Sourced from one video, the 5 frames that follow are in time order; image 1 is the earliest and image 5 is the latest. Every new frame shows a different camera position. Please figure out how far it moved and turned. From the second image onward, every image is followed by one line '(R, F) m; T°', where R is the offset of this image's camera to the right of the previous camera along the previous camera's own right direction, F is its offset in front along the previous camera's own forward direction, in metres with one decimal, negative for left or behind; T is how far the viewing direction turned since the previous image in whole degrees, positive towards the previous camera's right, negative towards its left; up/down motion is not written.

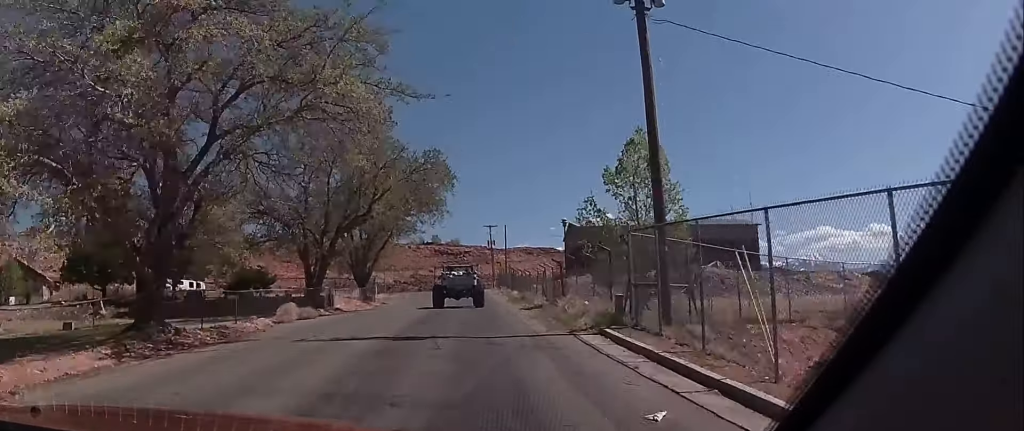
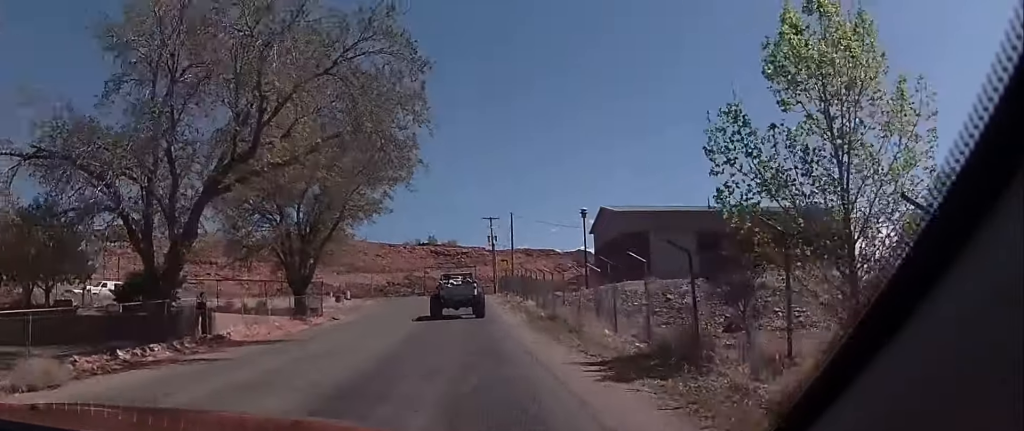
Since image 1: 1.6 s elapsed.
(0.0, +18.1) m; 0°
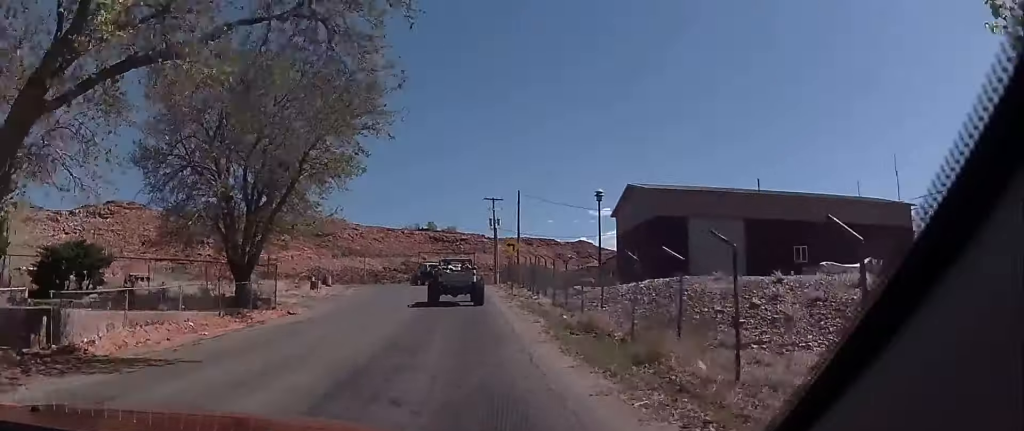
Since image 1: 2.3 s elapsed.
(0.0, +8.7) m; 0°
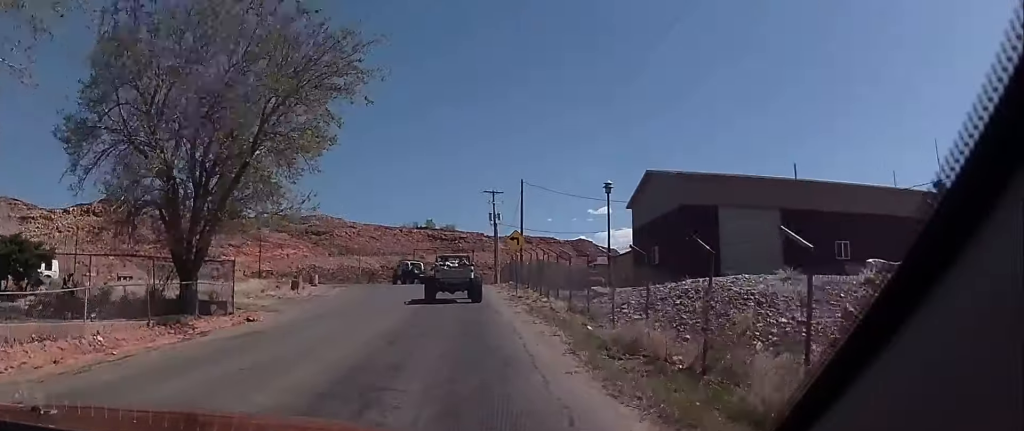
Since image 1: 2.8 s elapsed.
(0.0, +5.2) m; 0°
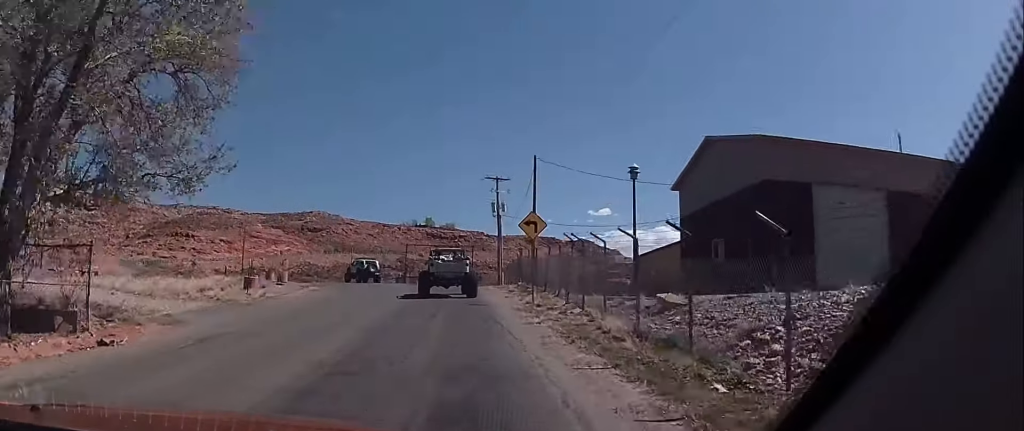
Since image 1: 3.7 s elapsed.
(0.0, +9.4) m; +1°
